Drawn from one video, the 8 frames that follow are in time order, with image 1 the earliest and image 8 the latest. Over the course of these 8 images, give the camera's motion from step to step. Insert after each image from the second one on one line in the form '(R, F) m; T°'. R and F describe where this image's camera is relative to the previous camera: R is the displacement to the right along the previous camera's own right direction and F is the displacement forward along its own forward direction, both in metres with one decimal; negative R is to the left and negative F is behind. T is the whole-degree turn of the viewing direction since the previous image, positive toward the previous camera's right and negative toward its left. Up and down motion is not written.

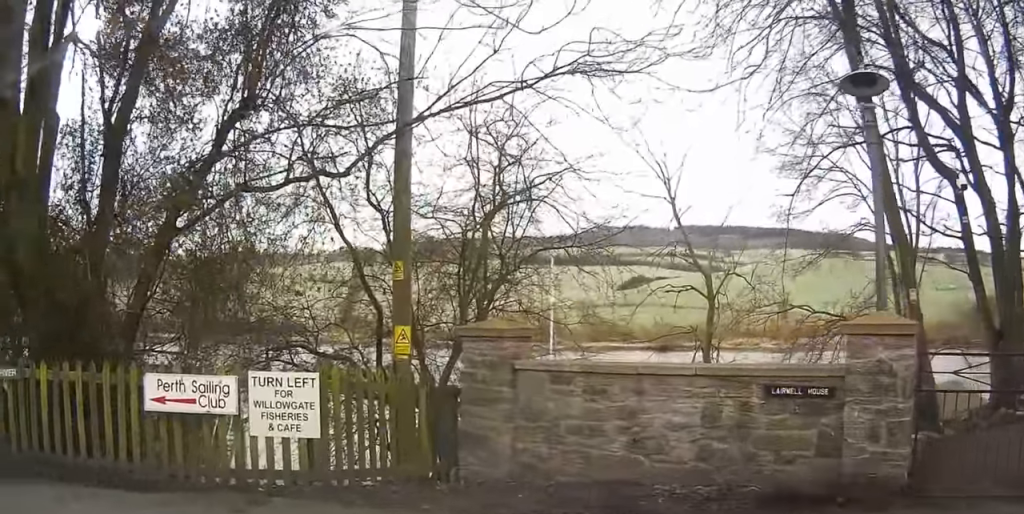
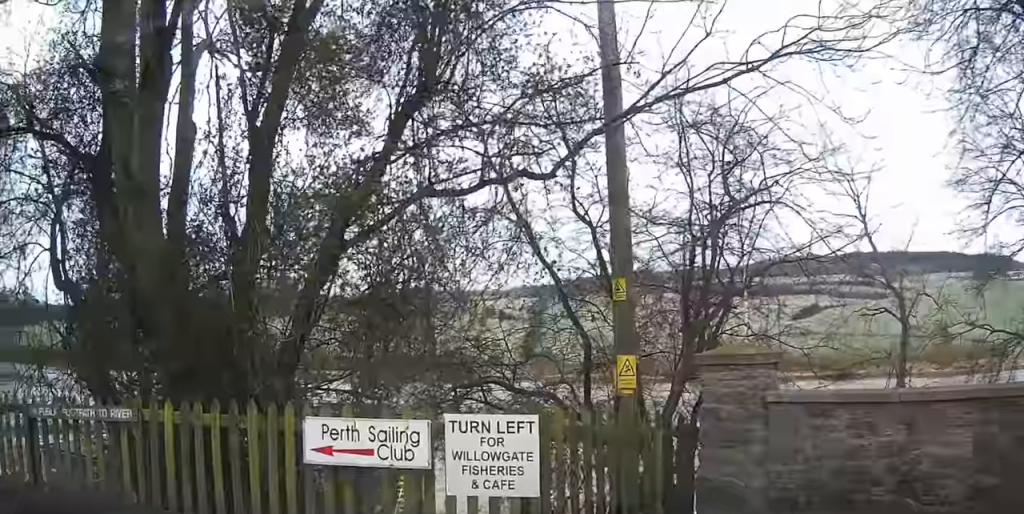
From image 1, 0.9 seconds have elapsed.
(-0.2, +1.6) m; -27°
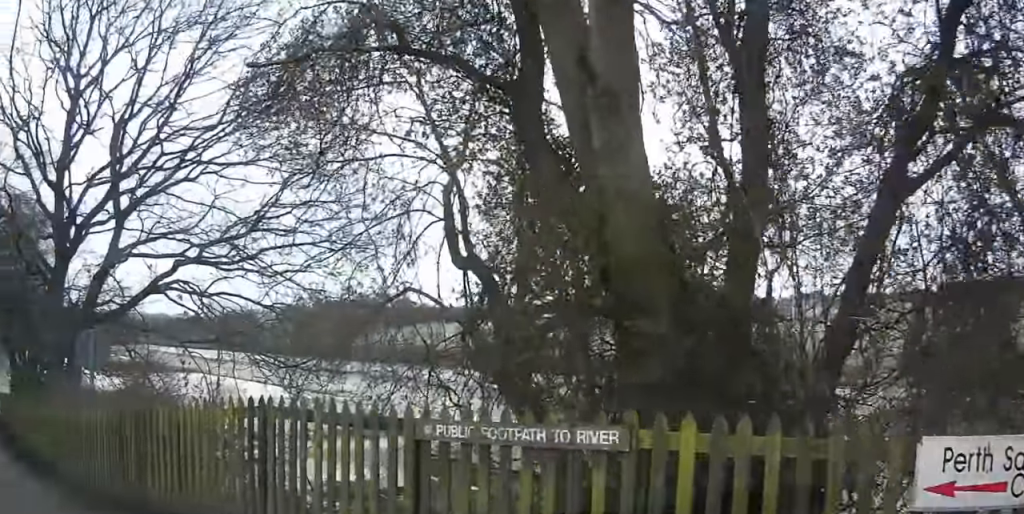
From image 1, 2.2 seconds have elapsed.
(-0.9, +2.0) m; -44°
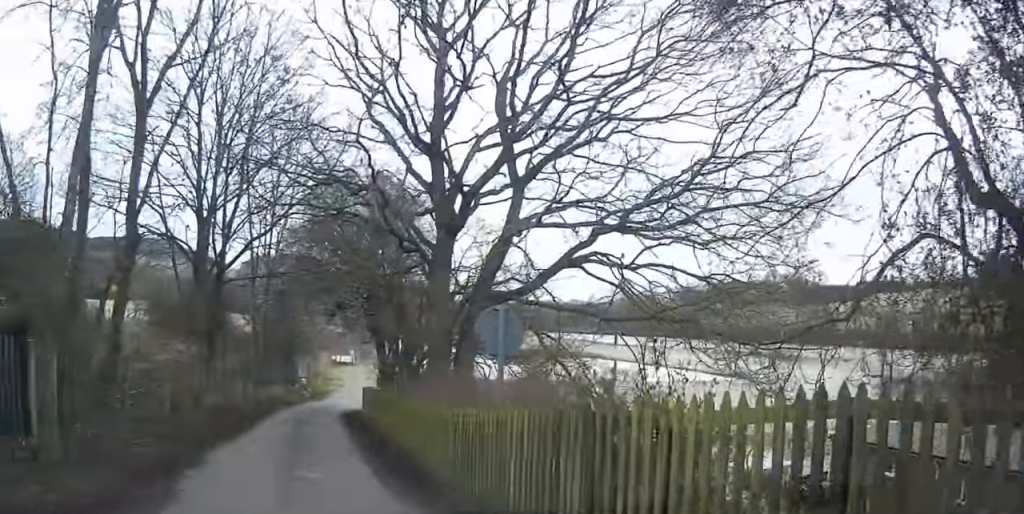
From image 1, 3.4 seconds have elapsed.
(-0.5, +2.6) m; -9°
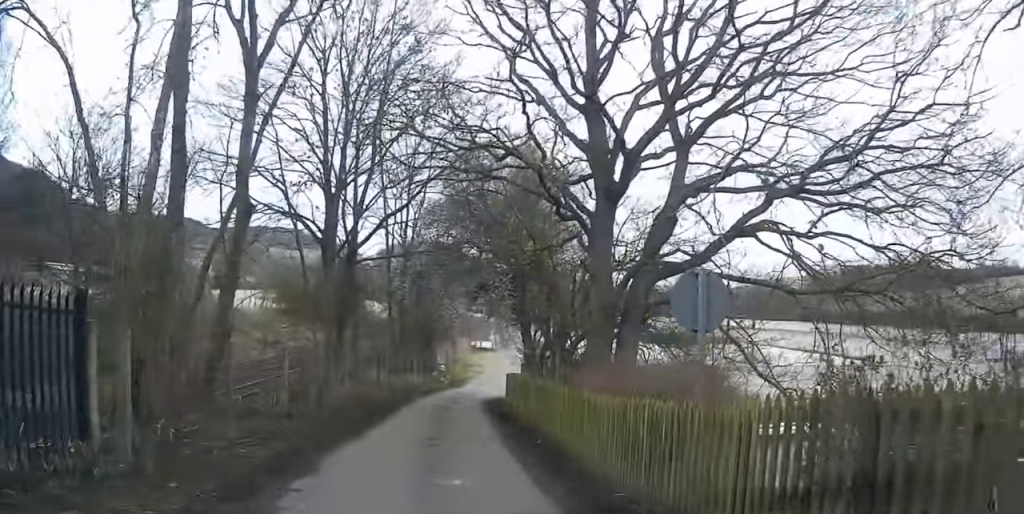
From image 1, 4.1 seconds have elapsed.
(+0.1, +1.6) m; +1°
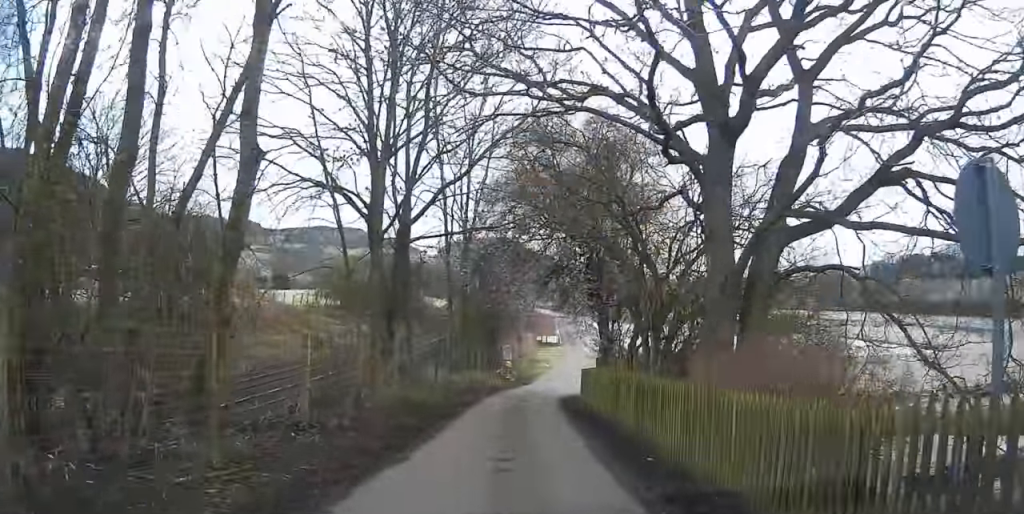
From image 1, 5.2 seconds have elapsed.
(-0.1, +2.9) m; -11°
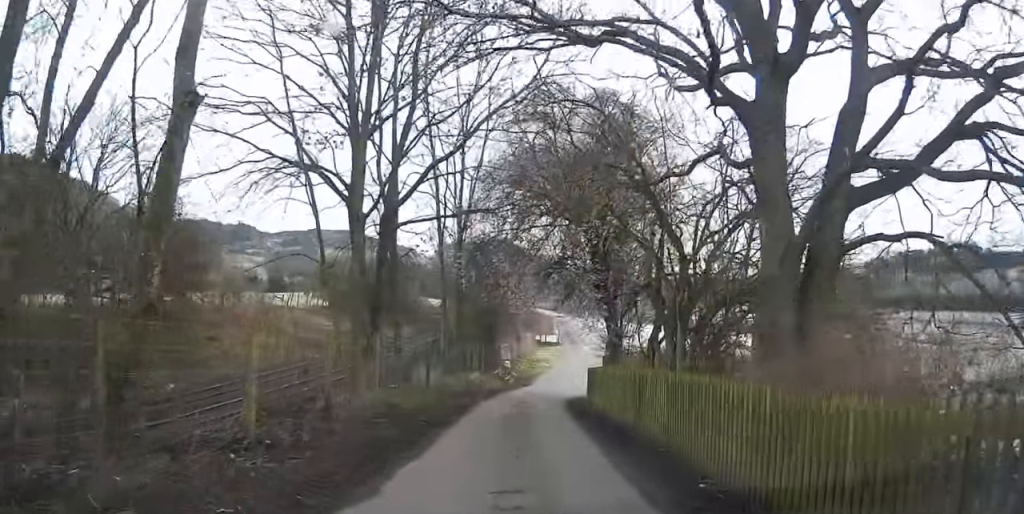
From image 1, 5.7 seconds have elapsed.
(-0.3, +2.1) m; -2°
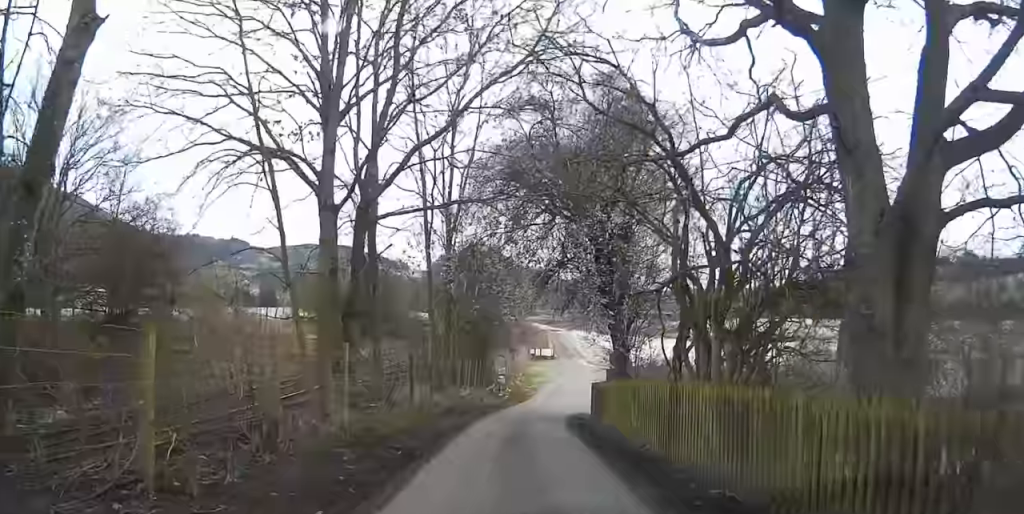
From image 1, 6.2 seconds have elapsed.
(-0.1, +1.9) m; -1°
